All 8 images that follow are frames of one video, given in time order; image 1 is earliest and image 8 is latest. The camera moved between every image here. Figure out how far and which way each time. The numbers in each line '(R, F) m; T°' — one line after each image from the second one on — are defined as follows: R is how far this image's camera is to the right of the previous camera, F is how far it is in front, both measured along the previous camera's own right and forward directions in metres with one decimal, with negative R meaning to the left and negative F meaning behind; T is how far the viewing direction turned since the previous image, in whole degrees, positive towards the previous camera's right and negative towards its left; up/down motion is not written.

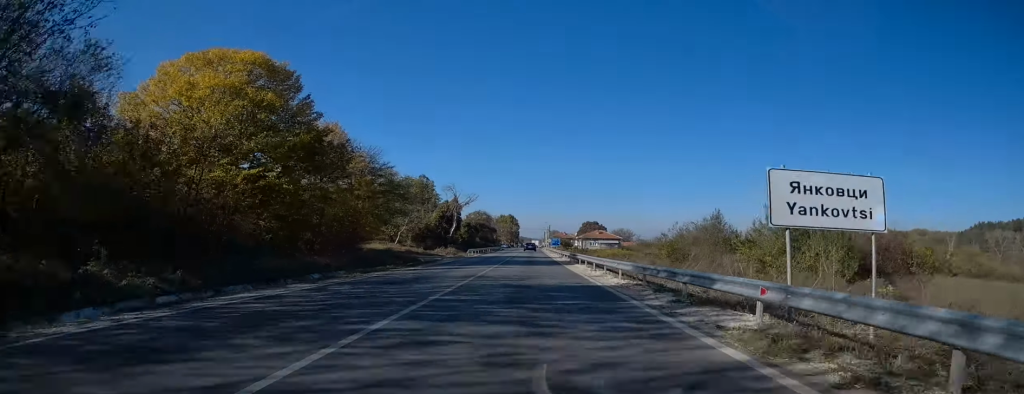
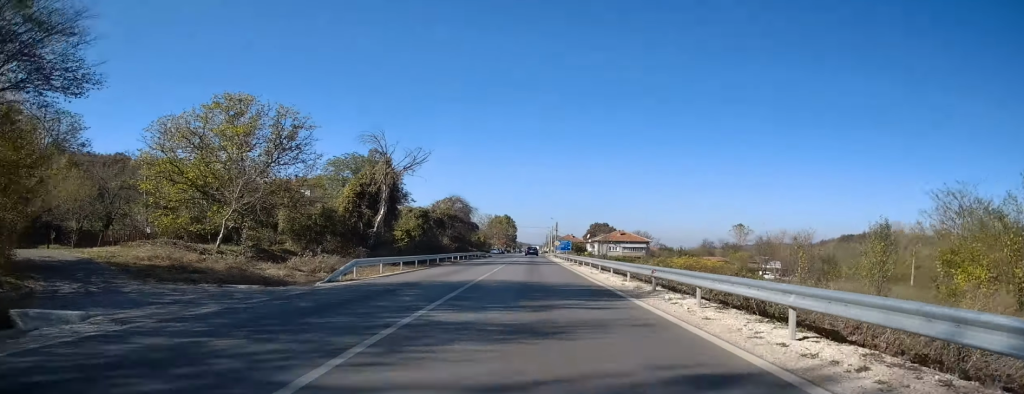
(-0.1, +43.9) m; -1°
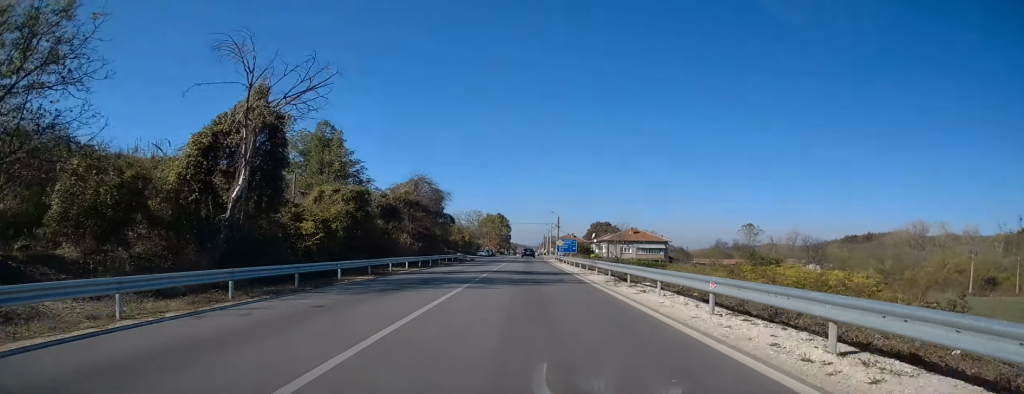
(+0.1, +22.5) m; +1°
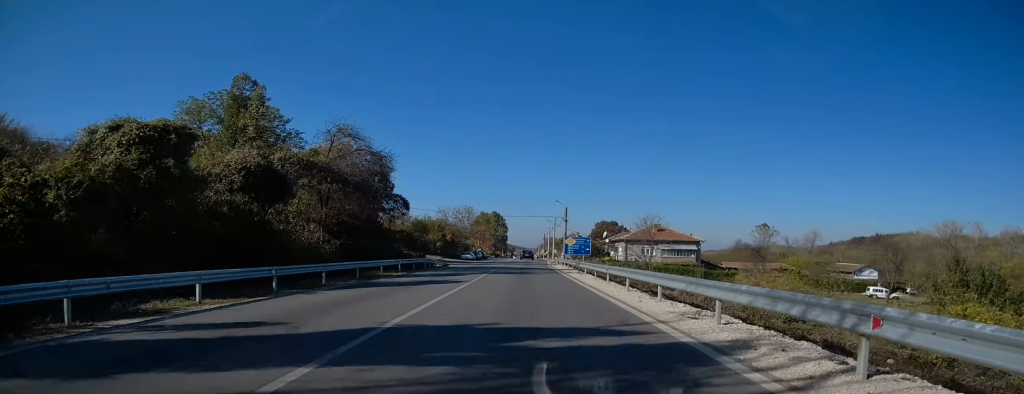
(+0.1, +22.1) m; 0°
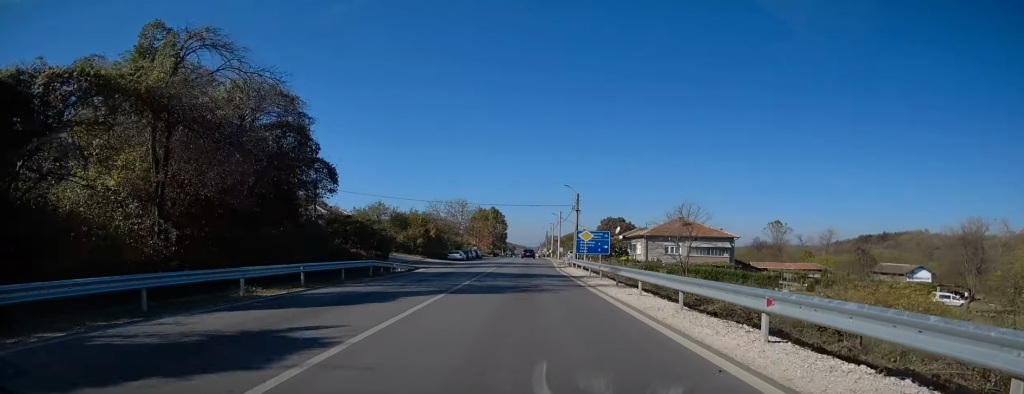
(-0.1, +14.3) m; 0°
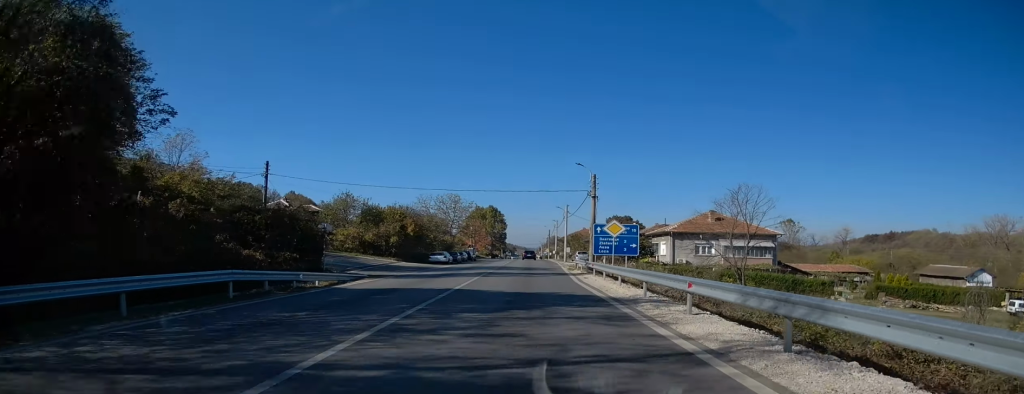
(+0.3, +12.8) m; 0°
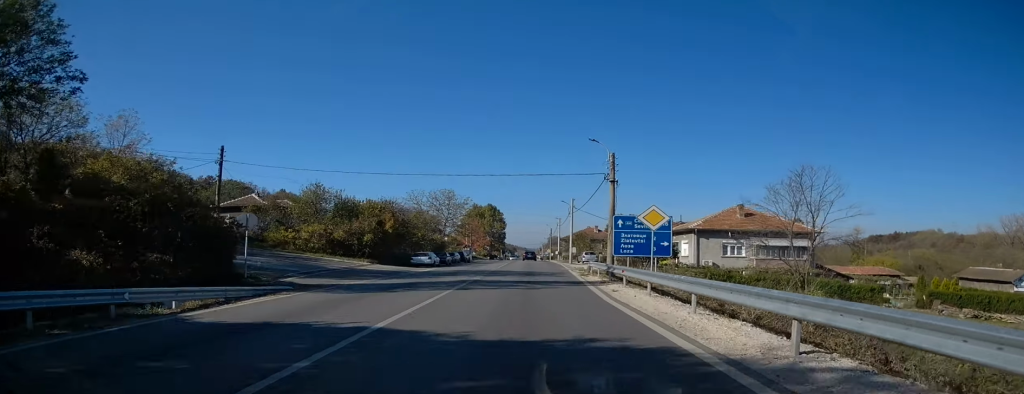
(-0.2, +8.4) m; -1°
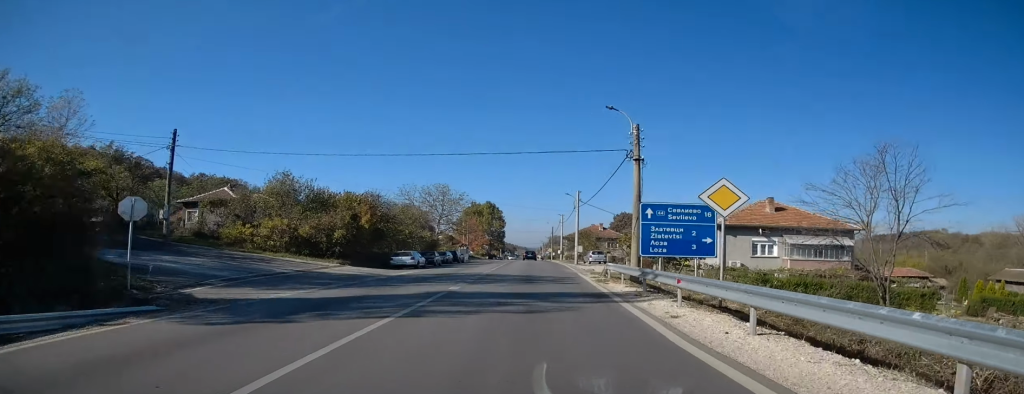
(0.0, +6.8) m; 0°
